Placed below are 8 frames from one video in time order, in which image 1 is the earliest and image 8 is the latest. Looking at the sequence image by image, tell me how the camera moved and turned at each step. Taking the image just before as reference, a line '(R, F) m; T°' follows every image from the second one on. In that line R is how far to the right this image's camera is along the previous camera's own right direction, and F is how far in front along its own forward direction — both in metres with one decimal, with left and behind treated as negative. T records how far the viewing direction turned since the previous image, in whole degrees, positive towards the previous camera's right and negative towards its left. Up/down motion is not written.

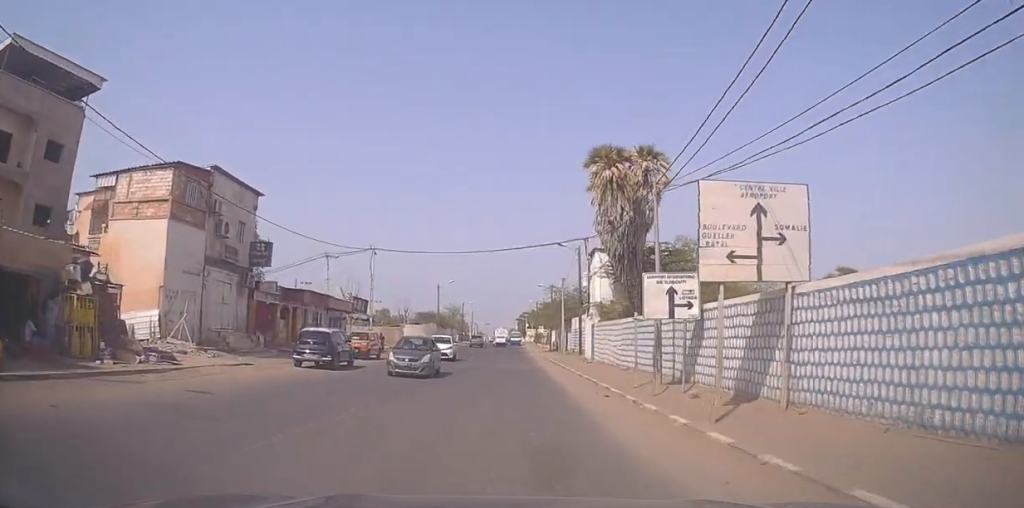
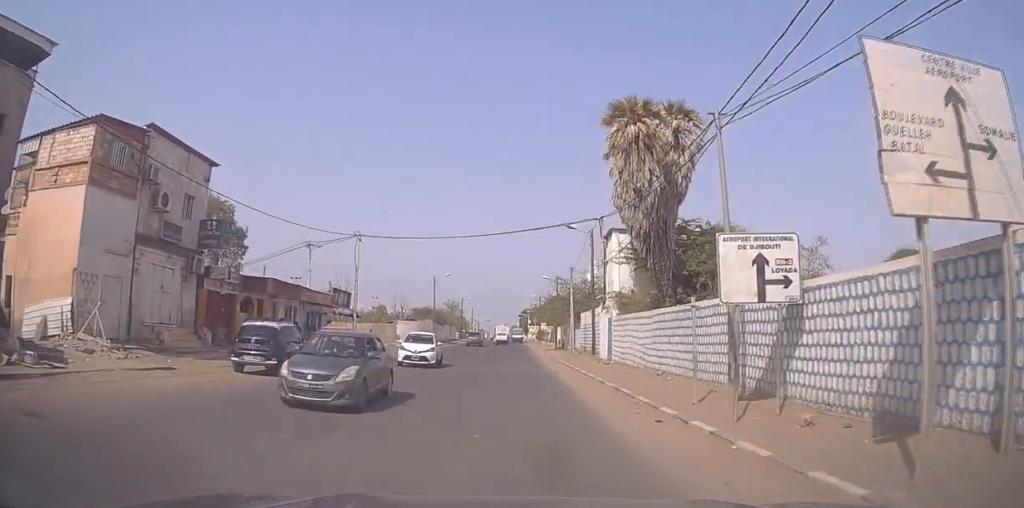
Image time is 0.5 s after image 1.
(0.0, +5.6) m; 0°
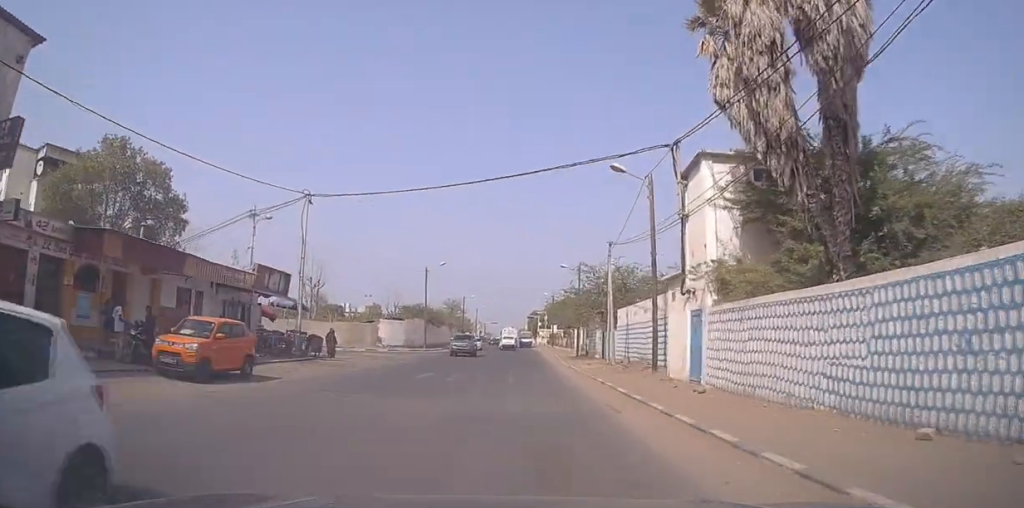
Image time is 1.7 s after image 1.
(0.0, +13.3) m; +1°
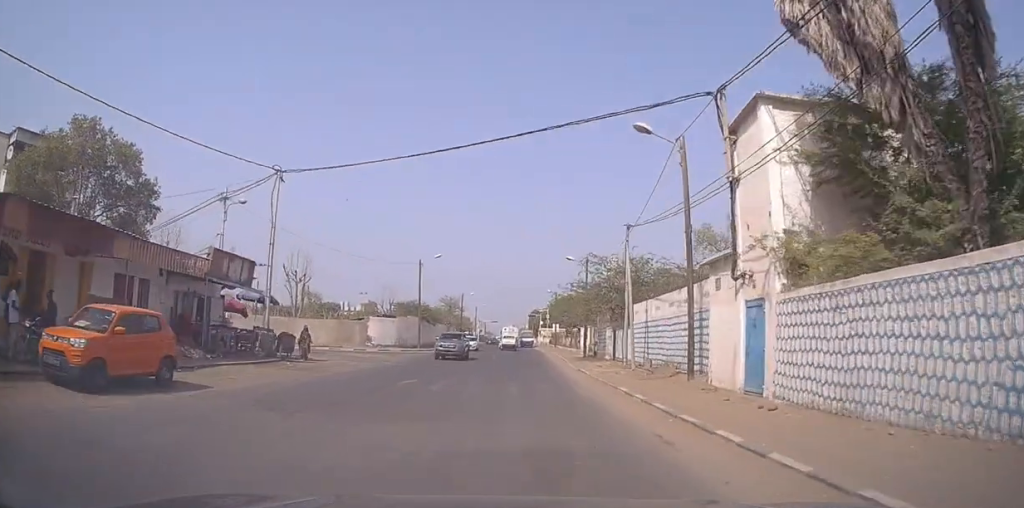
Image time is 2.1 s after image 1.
(-0.1, +4.4) m; +1°
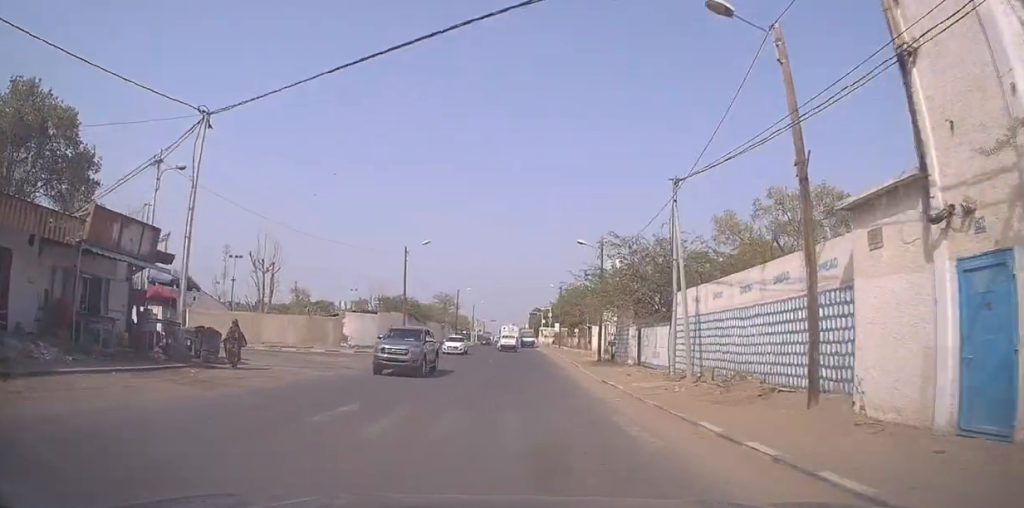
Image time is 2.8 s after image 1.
(+0.3, +7.6) m; 0°
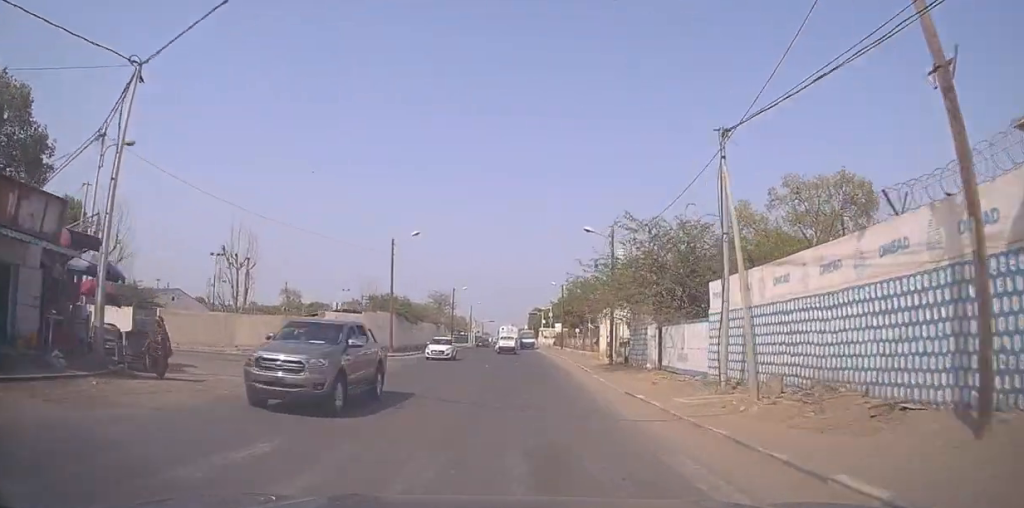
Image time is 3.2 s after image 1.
(+0.2, +4.7) m; 0°
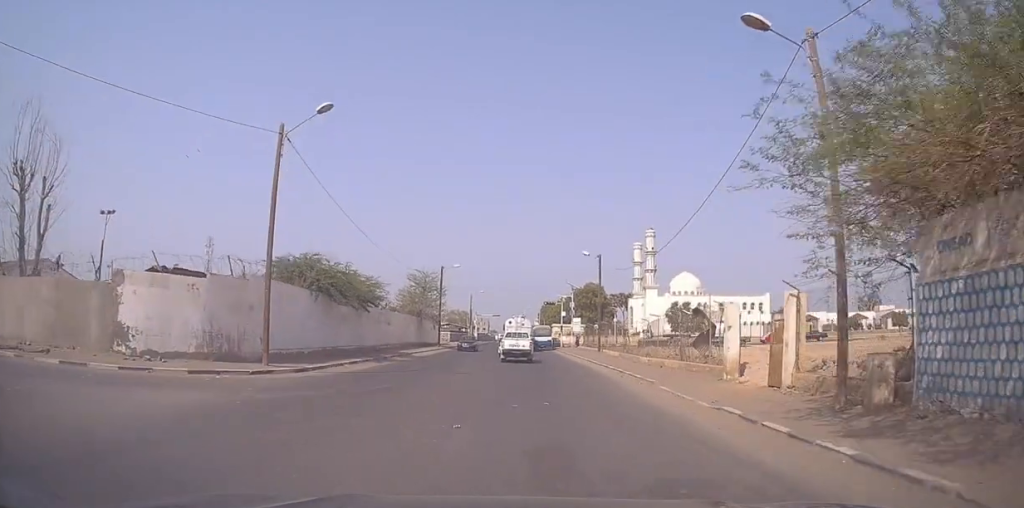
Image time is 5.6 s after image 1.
(-1.4, +23.5) m; -2°
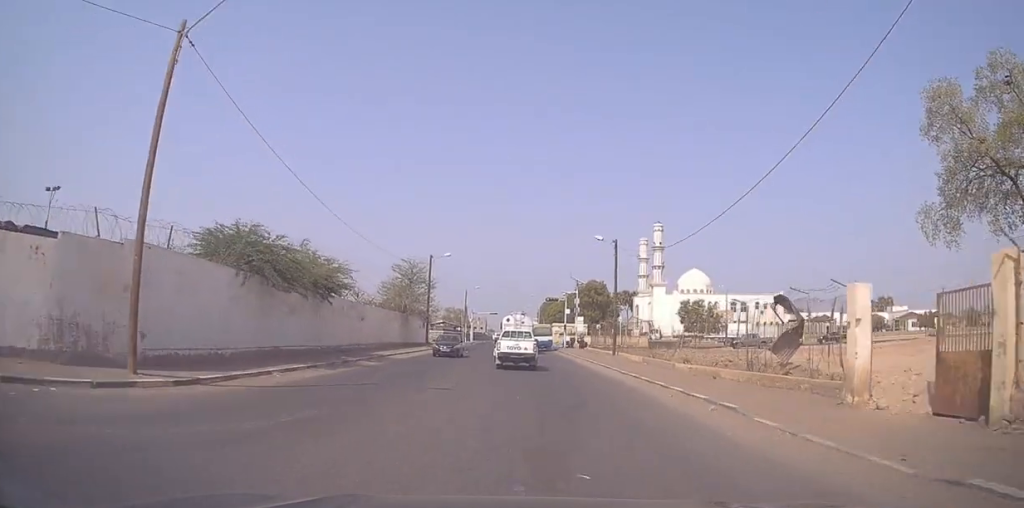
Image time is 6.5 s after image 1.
(+0.2, +8.0) m; 0°
